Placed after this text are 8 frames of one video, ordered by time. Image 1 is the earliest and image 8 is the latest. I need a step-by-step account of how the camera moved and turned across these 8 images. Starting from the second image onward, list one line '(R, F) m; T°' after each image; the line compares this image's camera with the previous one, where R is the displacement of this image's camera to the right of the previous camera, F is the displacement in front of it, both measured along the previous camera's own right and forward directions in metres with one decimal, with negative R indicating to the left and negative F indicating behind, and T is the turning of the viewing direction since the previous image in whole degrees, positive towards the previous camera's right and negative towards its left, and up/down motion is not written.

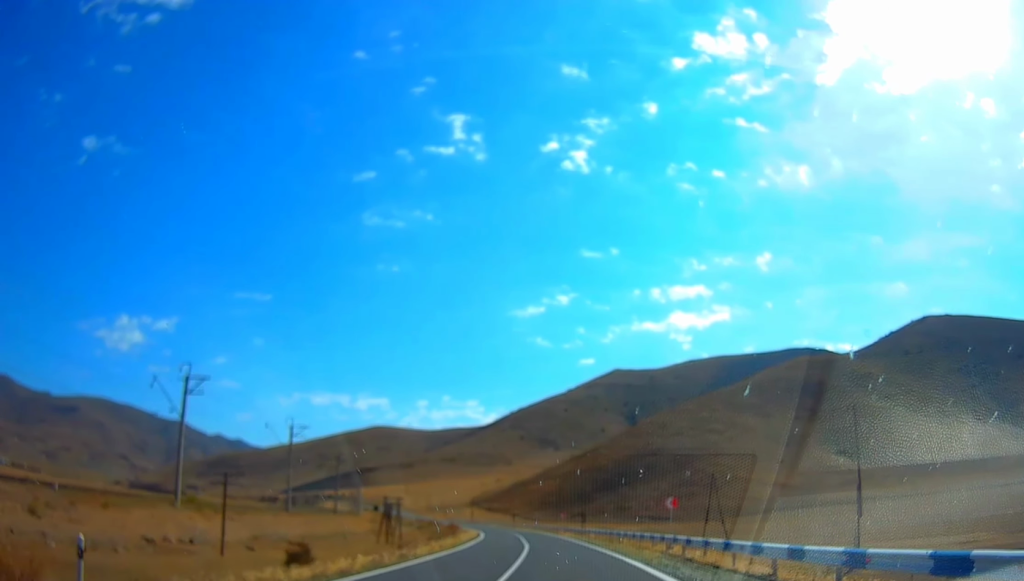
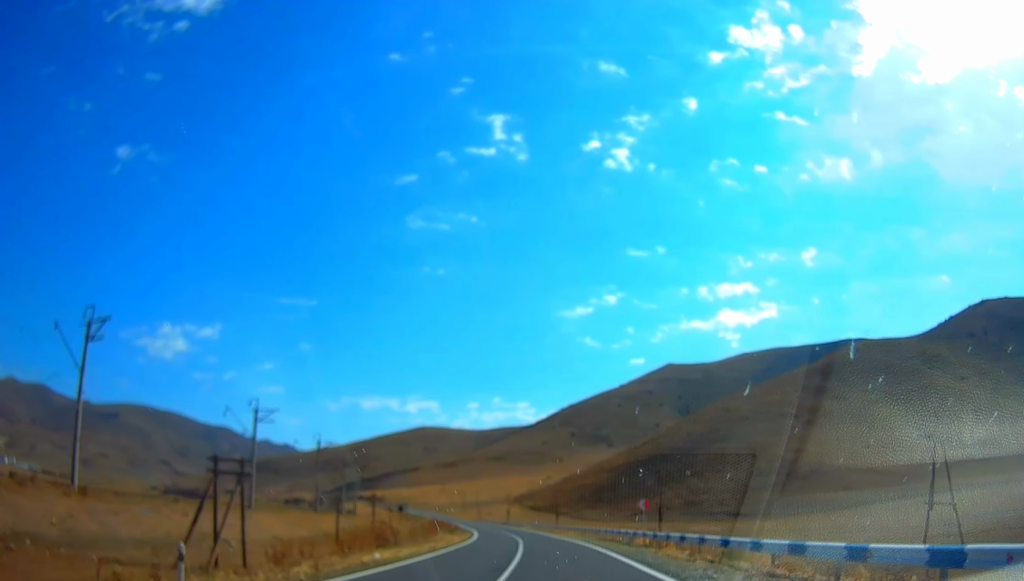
(-2.1, +46.6) m; -6°
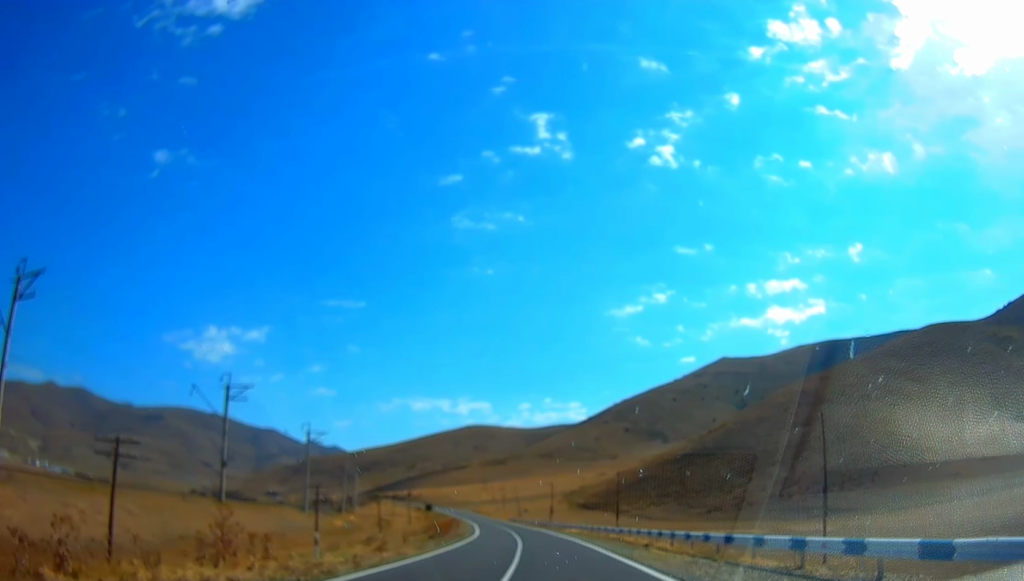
(-0.6, +41.2) m; -3°
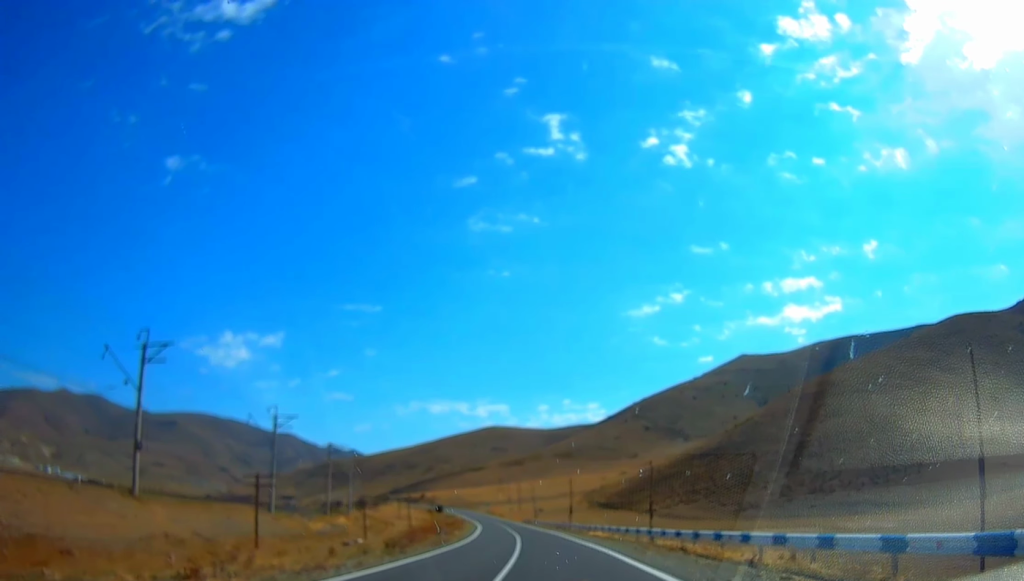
(-0.5, +15.9) m; -3°
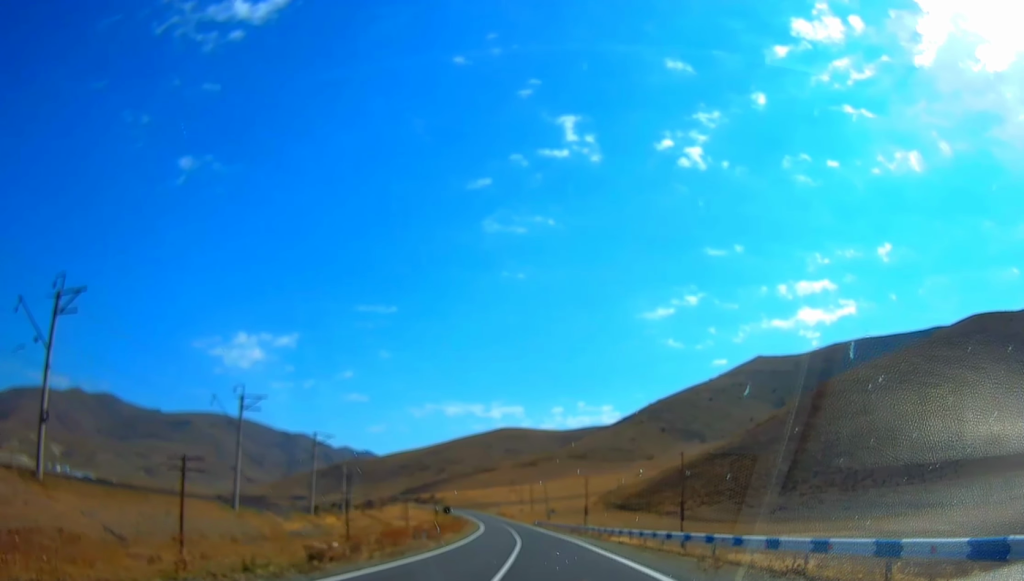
(-0.3, +11.6) m; -1°
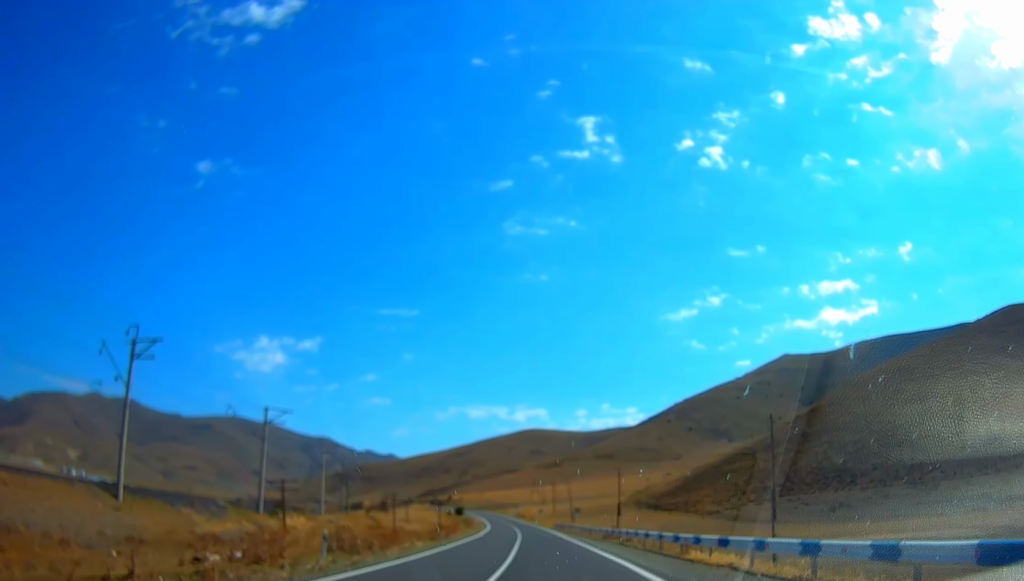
(-0.4, +21.7) m; -2°
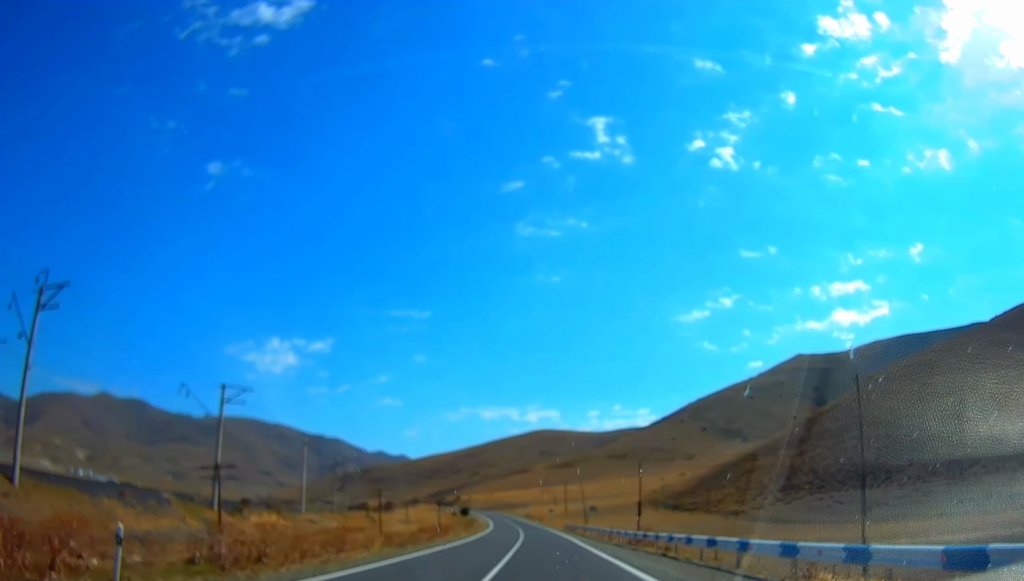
(0.0, +11.6) m; -1°
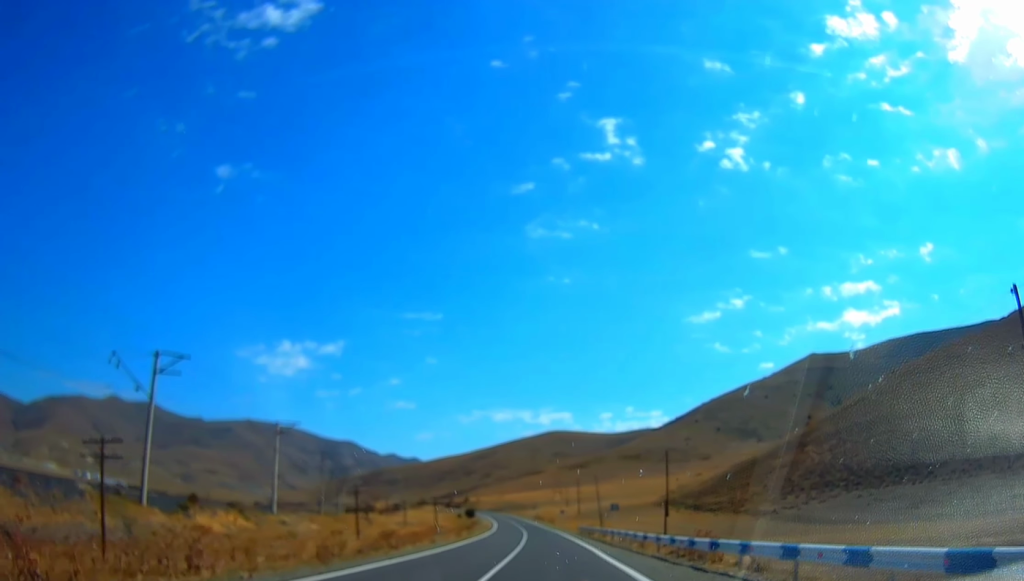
(-0.1, +12.4) m; -1°
